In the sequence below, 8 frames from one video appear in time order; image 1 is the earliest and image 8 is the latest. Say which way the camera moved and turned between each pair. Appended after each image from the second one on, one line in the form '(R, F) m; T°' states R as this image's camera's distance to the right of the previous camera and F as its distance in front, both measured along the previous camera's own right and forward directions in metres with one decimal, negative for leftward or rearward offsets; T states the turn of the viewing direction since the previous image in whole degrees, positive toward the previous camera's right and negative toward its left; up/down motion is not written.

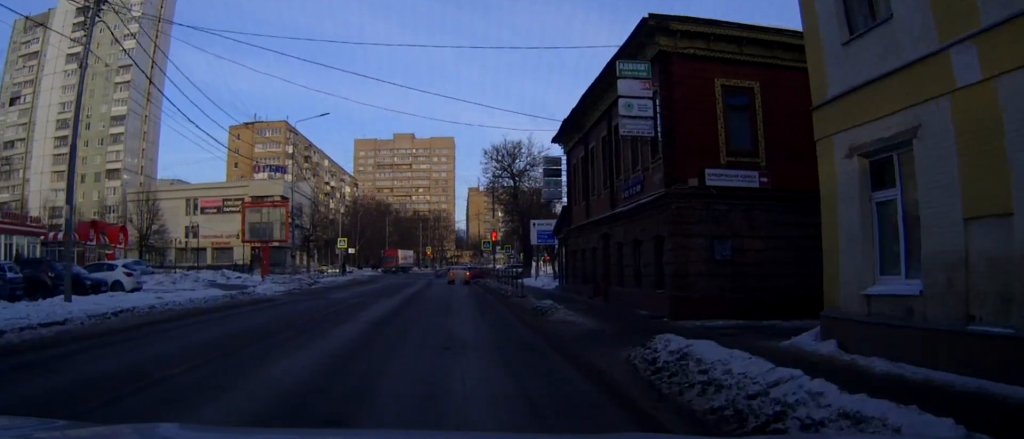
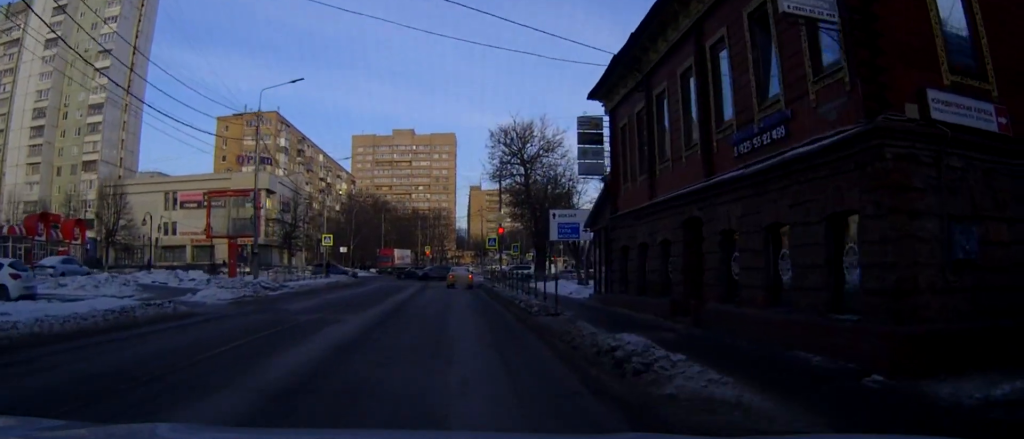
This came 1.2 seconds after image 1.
(0.0, +8.9) m; -1°
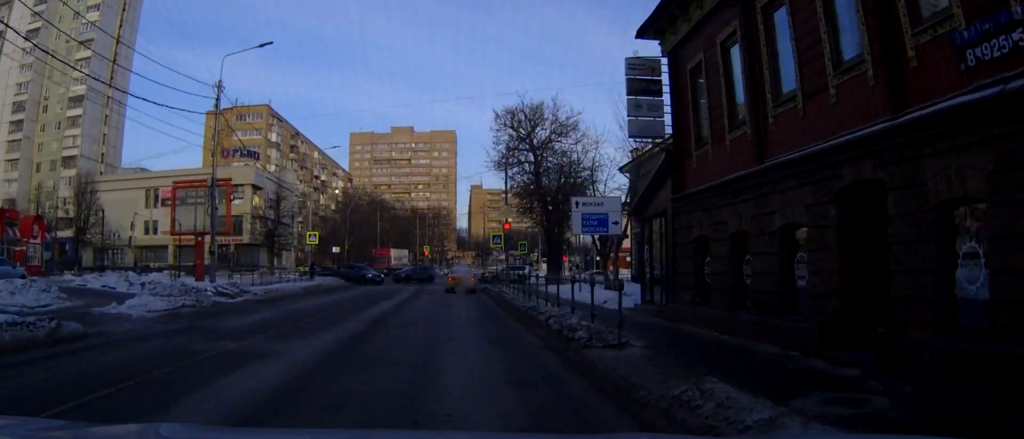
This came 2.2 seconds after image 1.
(0.0, +6.8) m; 0°
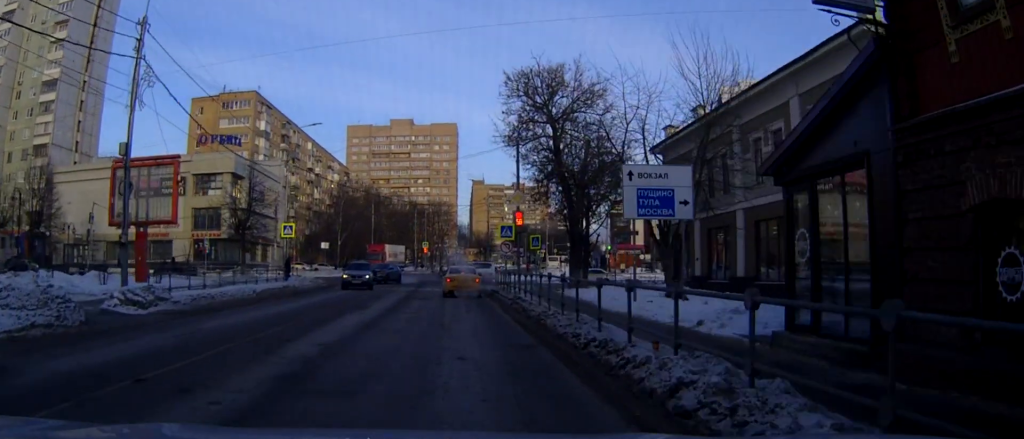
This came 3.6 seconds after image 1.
(0.0, +8.8) m; 0°
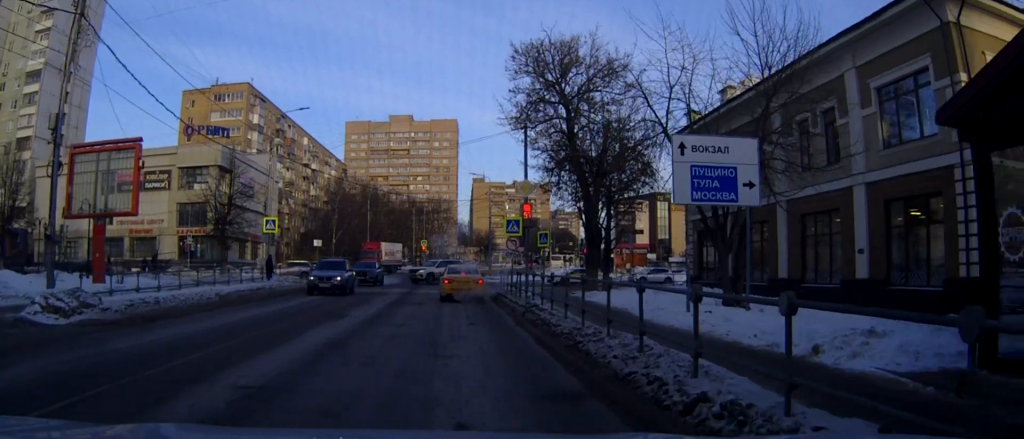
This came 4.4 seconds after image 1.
(0.0, +4.7) m; 0°
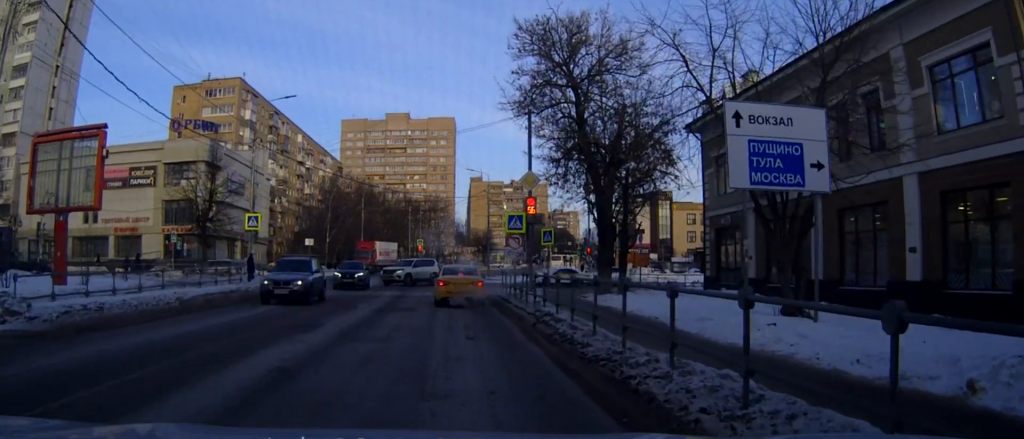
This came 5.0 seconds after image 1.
(0.0, +3.2) m; +1°
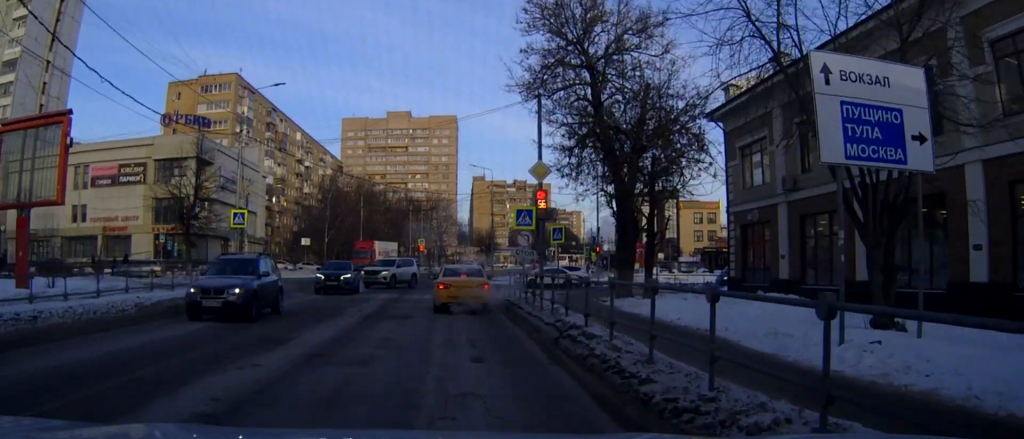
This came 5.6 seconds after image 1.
(0.0, +3.1) m; +1°
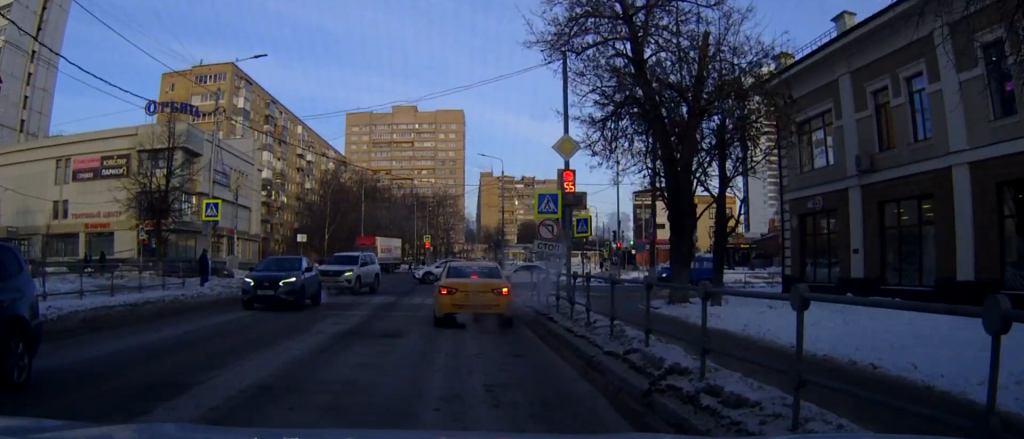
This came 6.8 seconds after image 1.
(+0.1, +5.0) m; -1°
